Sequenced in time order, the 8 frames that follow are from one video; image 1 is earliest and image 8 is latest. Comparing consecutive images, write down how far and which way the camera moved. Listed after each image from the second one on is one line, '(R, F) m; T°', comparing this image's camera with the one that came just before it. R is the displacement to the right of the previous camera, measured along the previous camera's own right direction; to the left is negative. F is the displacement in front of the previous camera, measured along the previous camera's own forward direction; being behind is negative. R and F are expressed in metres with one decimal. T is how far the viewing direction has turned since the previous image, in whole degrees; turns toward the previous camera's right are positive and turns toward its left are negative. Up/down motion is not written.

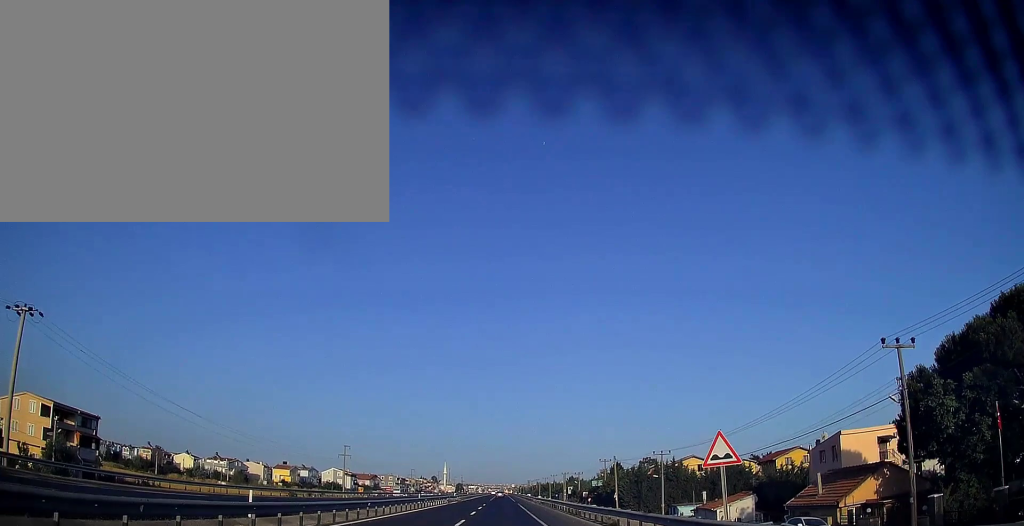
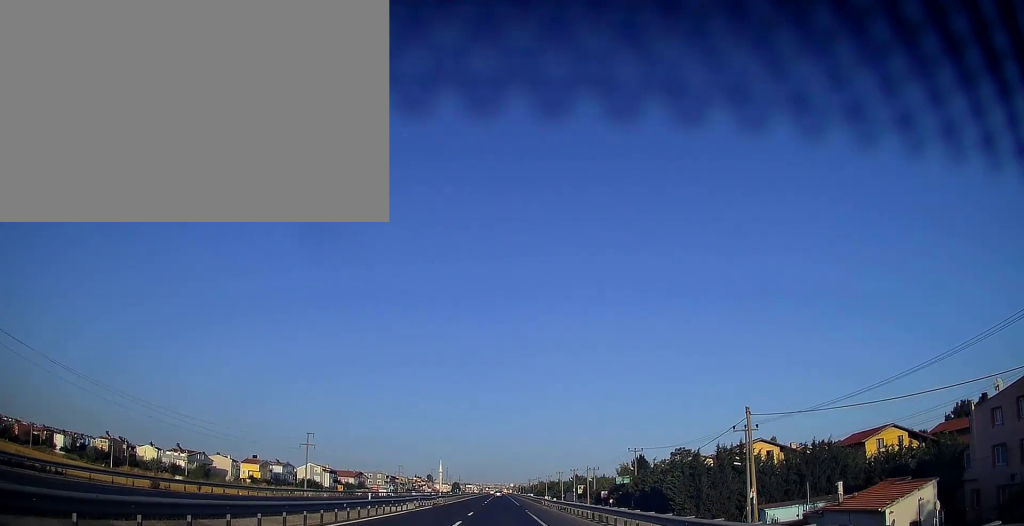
(+0.2, +25.6) m; 0°
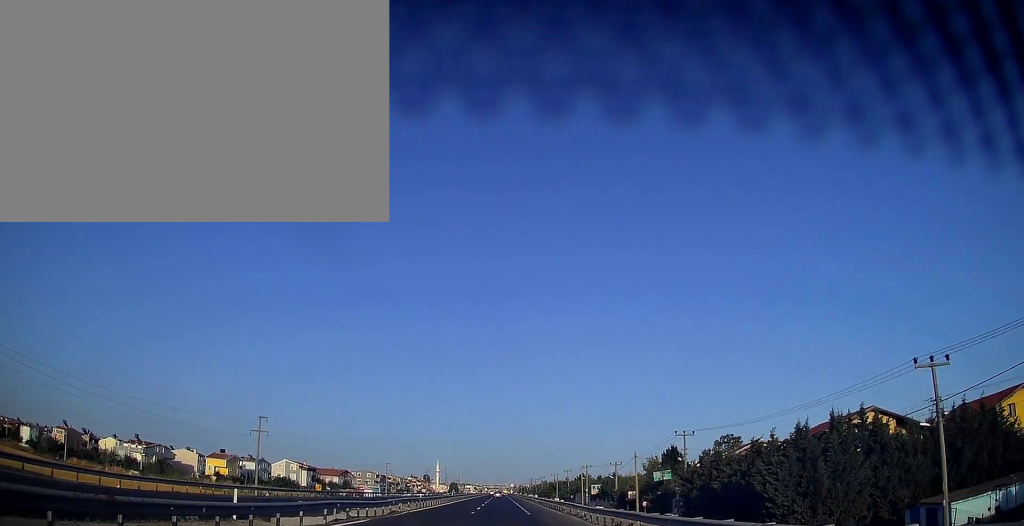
(0.0, +22.6) m; 0°
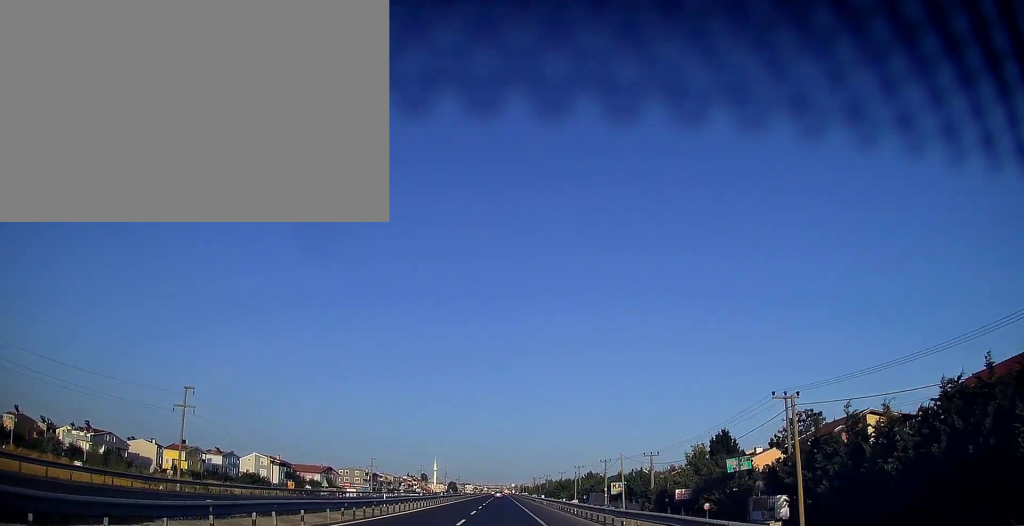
(-0.1, +22.5) m; 0°
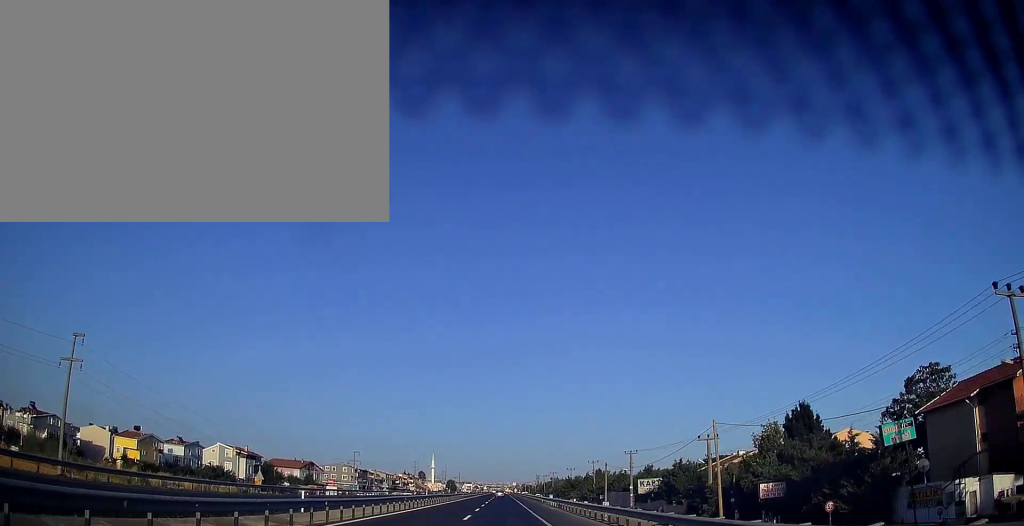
(-0.1, +19.6) m; 0°
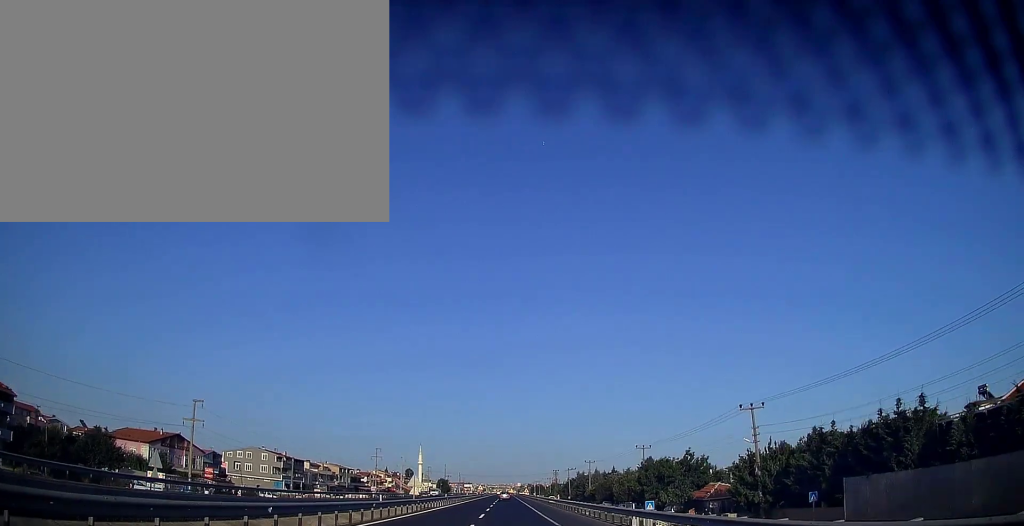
(+0.3, +79.4) m; 0°
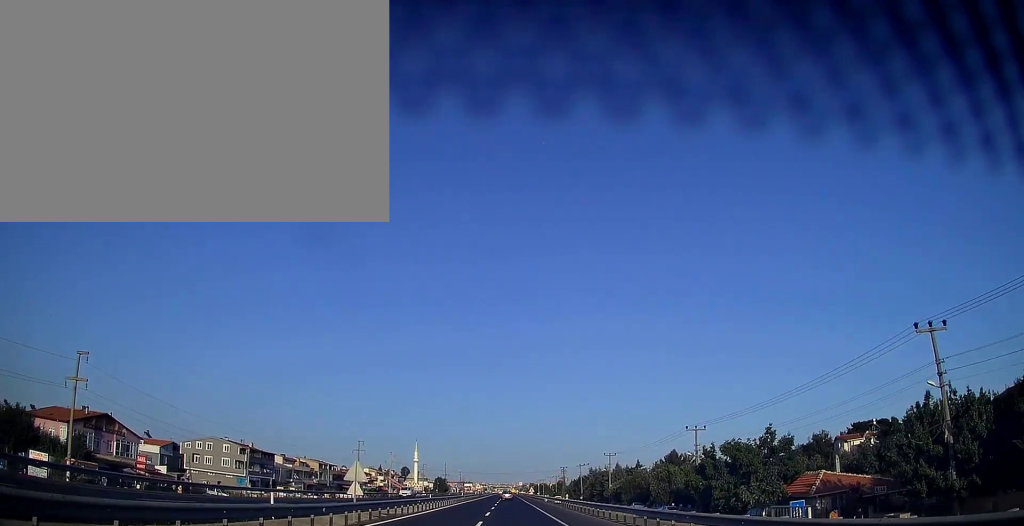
(-0.1, +21.6) m; 0°
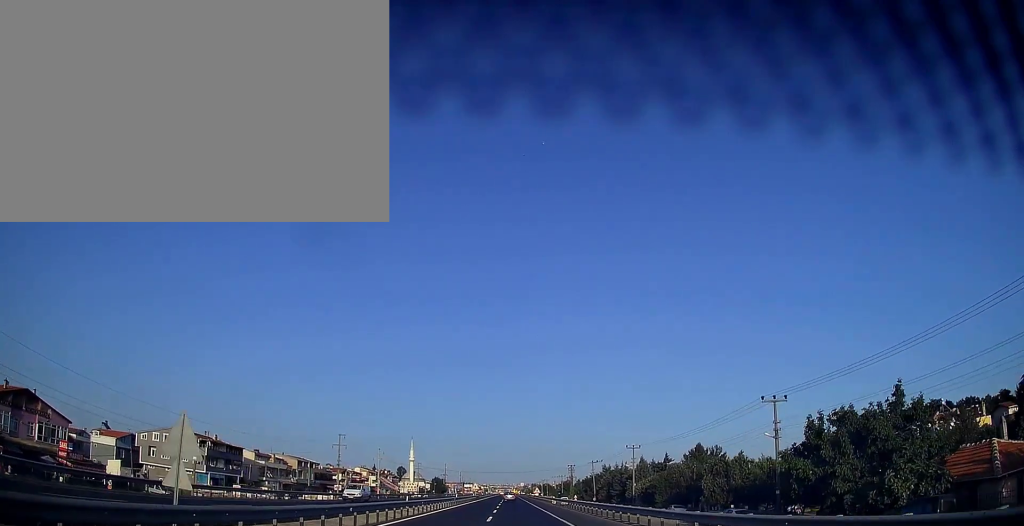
(0.0, +16.7) m; 0°
